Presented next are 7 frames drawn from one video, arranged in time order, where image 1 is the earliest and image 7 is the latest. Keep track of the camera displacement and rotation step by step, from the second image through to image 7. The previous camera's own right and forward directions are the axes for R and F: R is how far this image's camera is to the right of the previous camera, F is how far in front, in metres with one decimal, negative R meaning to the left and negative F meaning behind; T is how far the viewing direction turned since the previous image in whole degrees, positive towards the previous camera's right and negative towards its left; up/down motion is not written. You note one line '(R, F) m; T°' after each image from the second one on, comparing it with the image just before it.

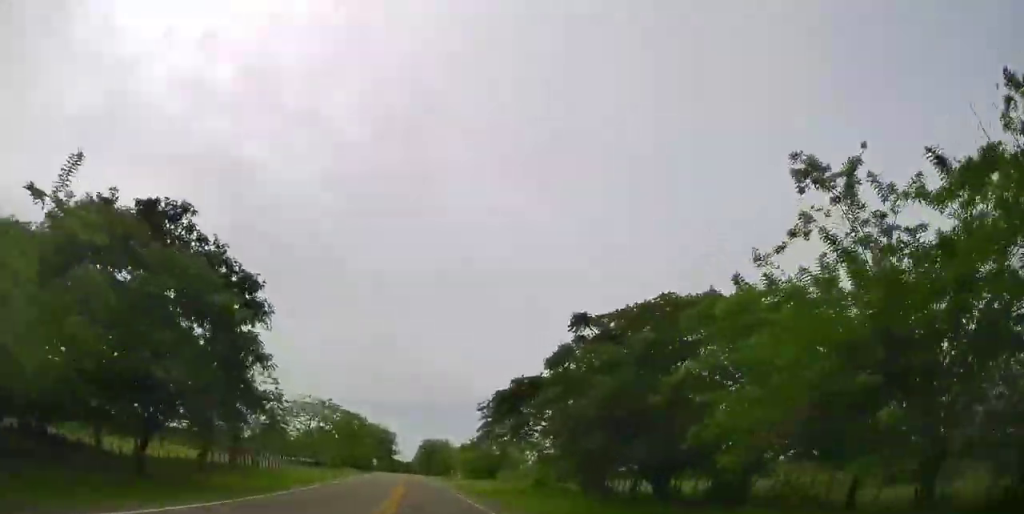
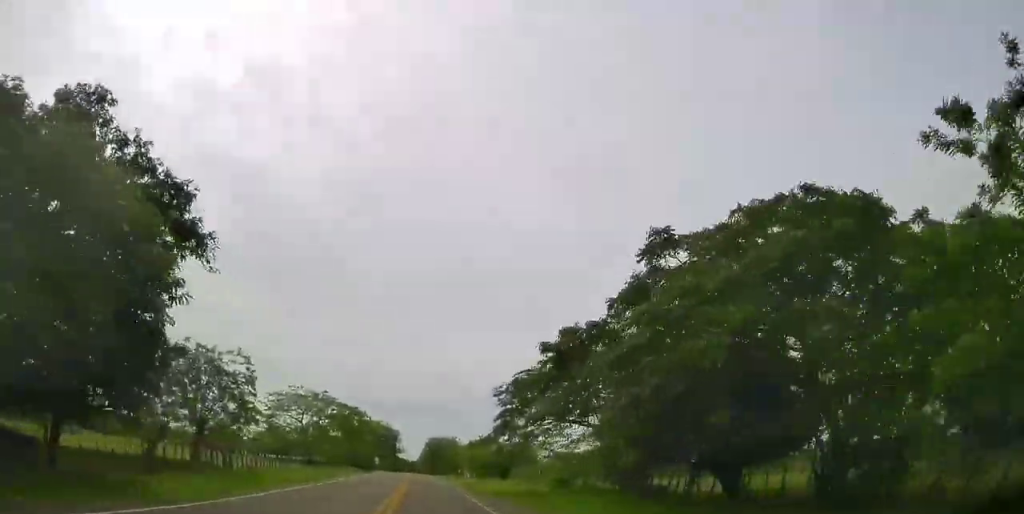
(0.0, +7.6) m; -1°
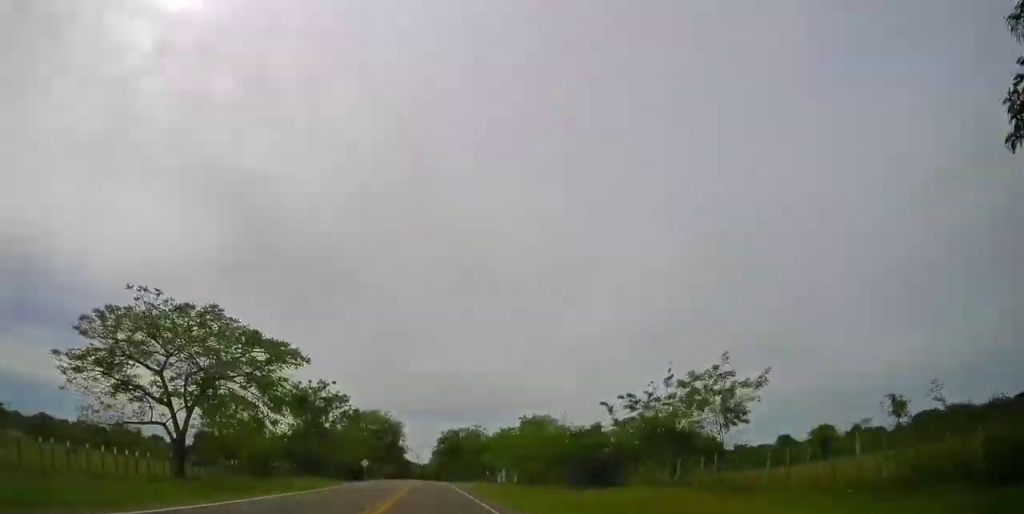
(-2.1, +36.2) m; -7°
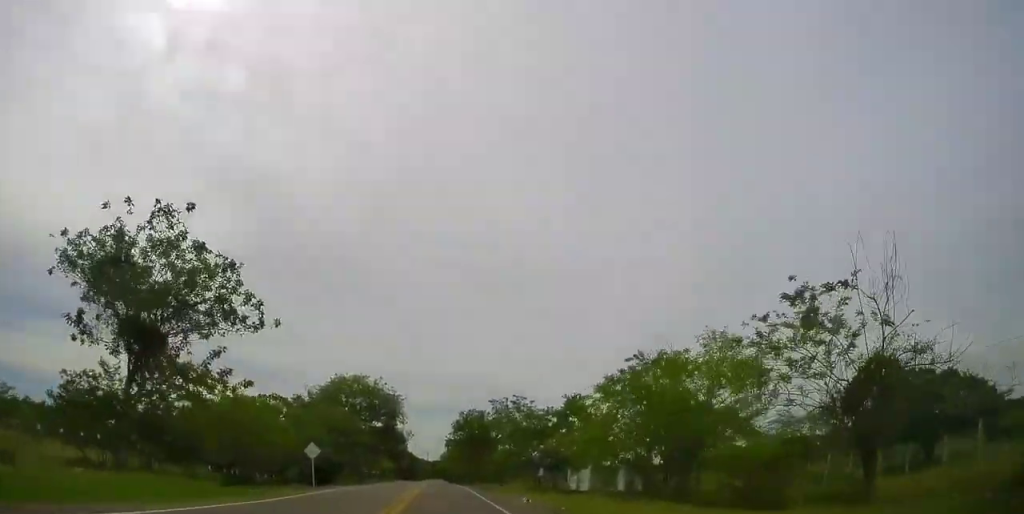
(-1.0, +34.5) m; -2°
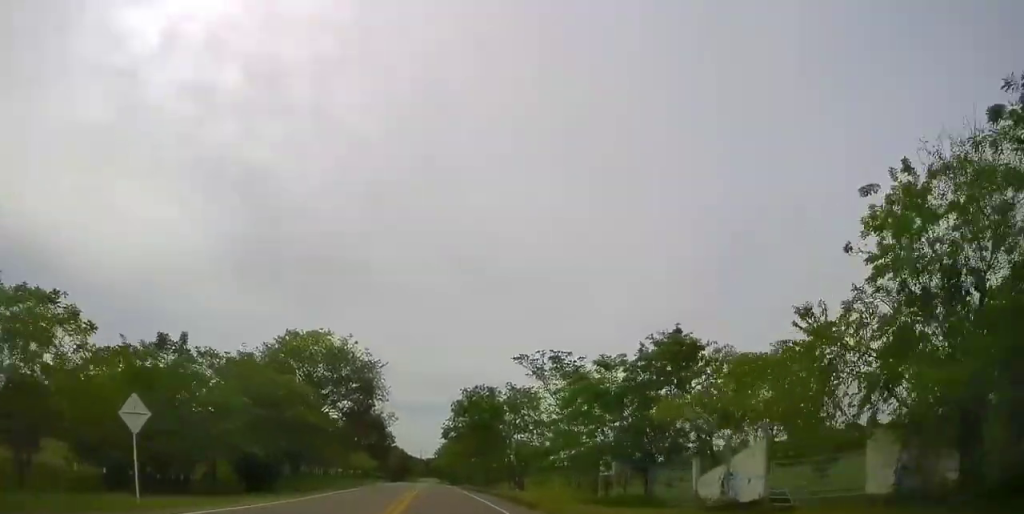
(0.0, +21.8) m; 0°
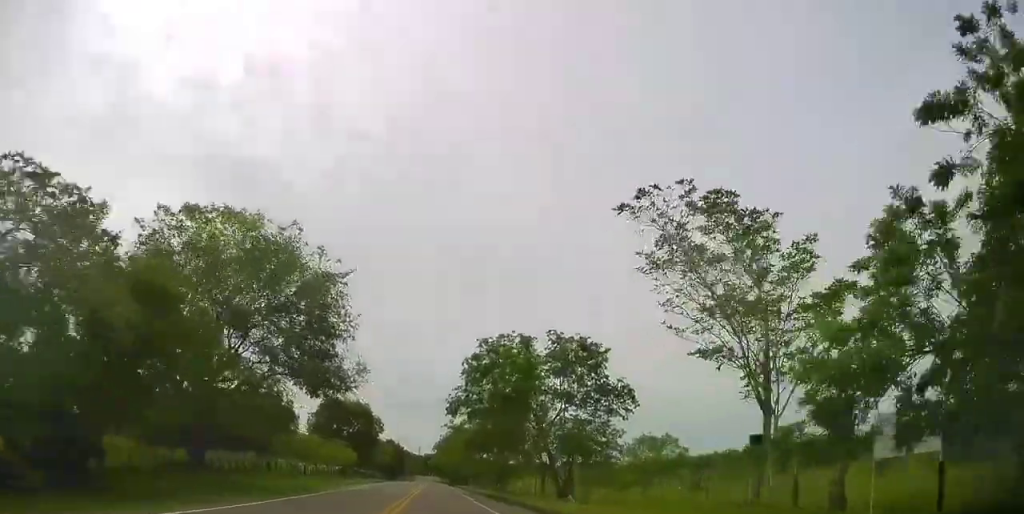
(0.0, +21.4) m; -1°
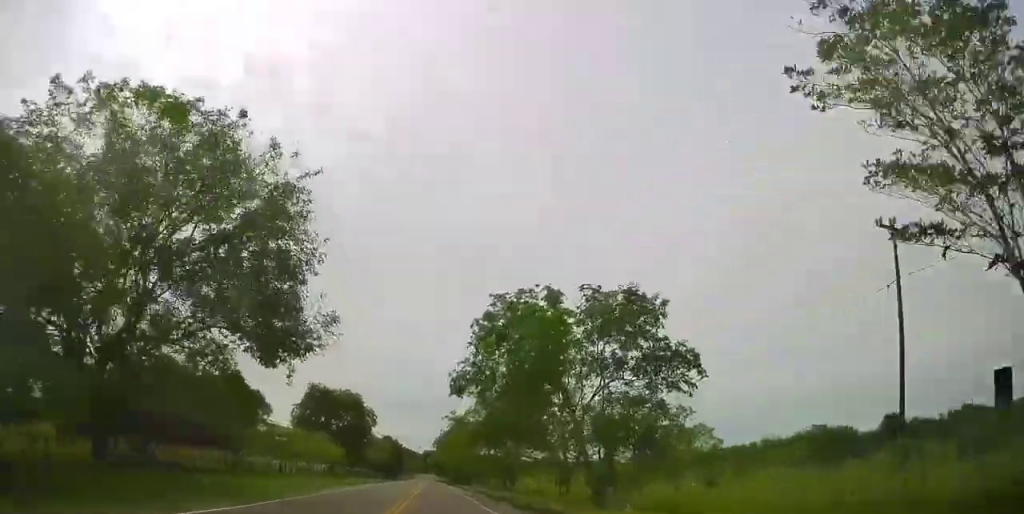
(0.0, +9.1) m; 0°
